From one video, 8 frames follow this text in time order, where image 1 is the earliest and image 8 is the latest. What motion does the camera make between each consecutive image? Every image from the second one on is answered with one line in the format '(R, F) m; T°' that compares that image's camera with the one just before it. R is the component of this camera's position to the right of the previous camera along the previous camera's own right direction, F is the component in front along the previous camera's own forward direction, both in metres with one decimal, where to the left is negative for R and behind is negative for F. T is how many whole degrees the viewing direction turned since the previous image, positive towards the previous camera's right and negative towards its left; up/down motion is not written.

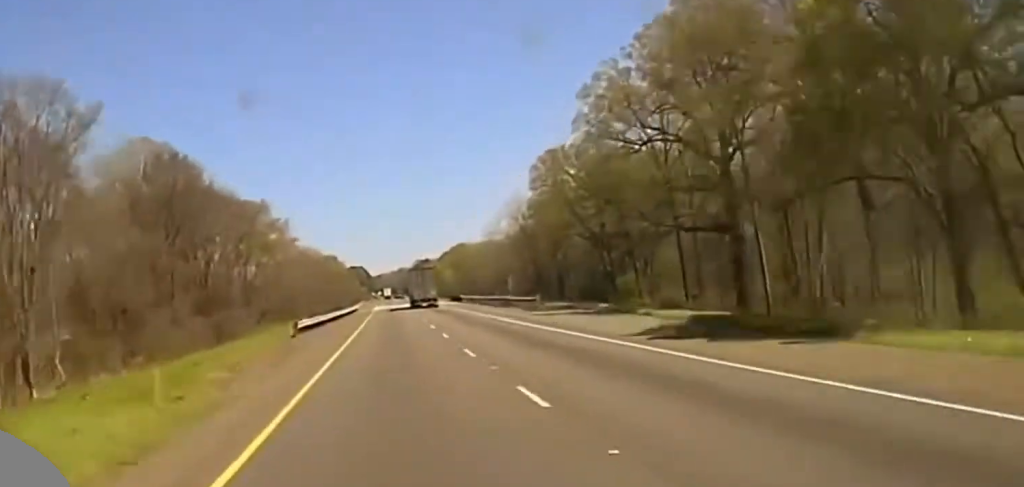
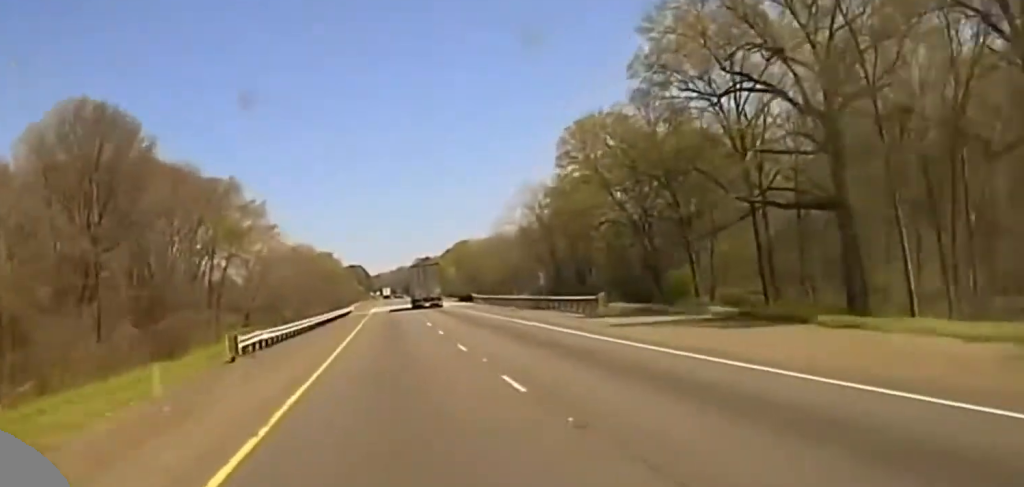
(0.0, +20.6) m; 0°
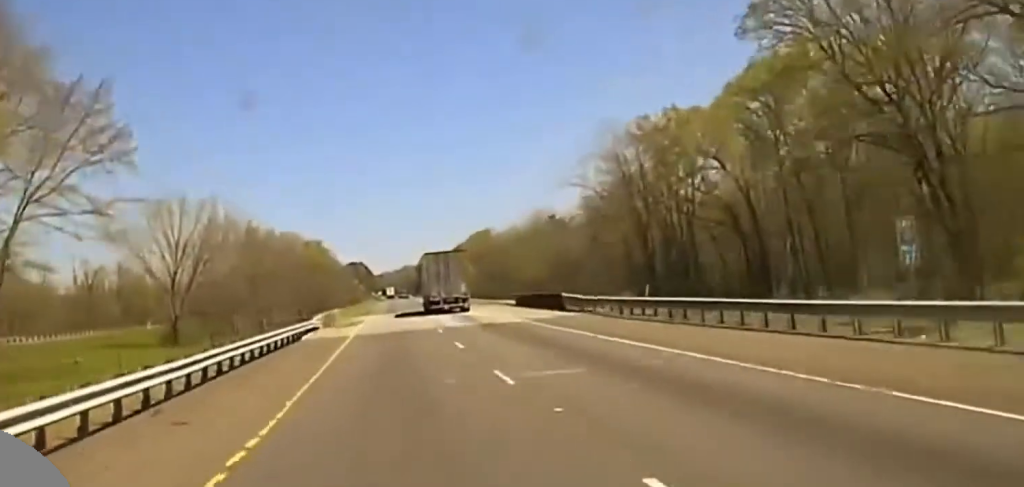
(0.0, +56.4) m; 0°
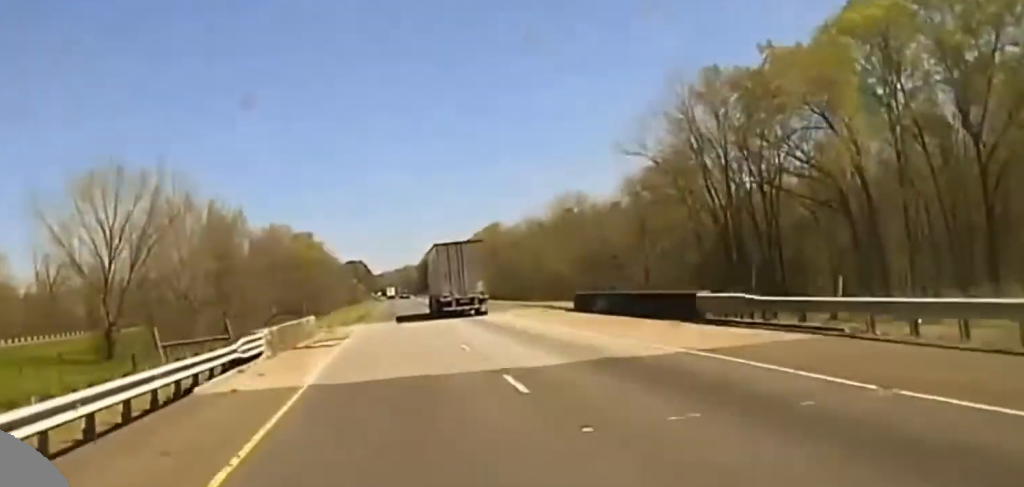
(+0.1, +22.2) m; 0°
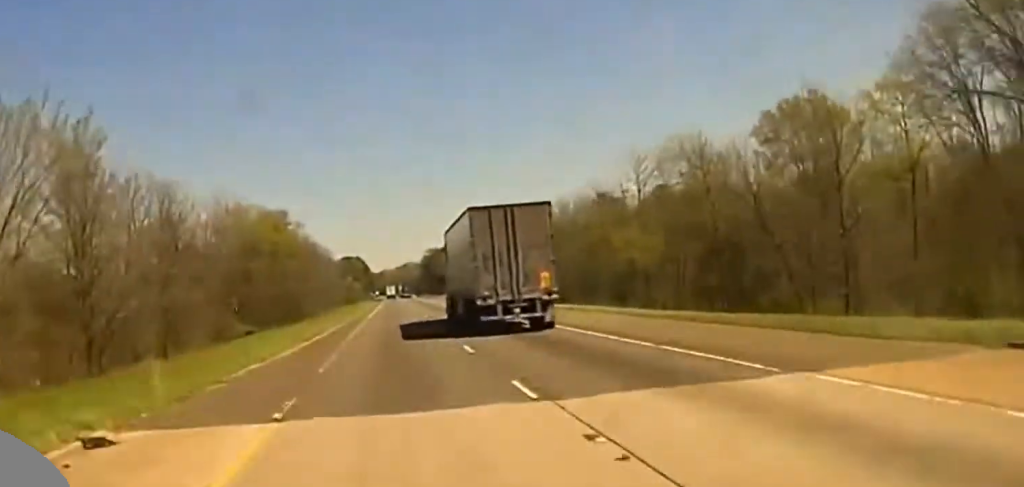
(-0.4, +49.6) m; 0°
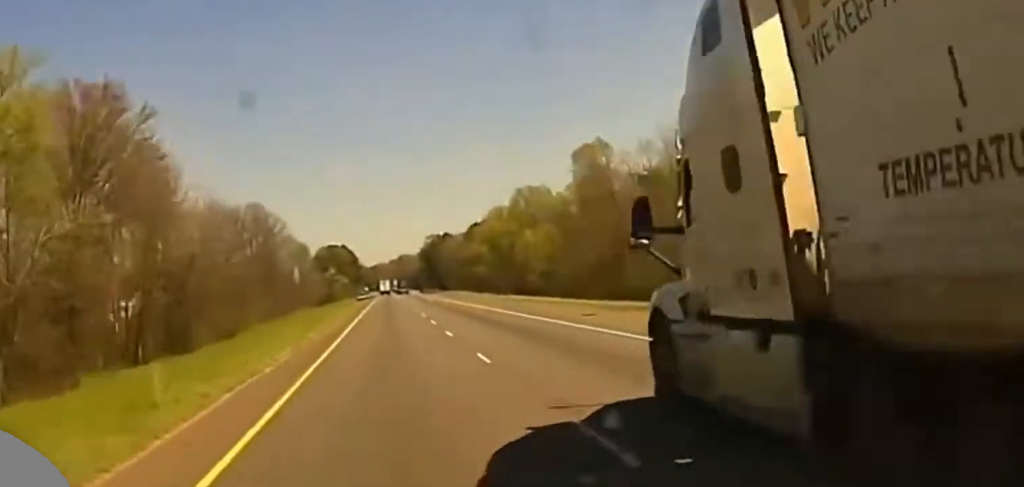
(+0.7, +85.1) m; 0°
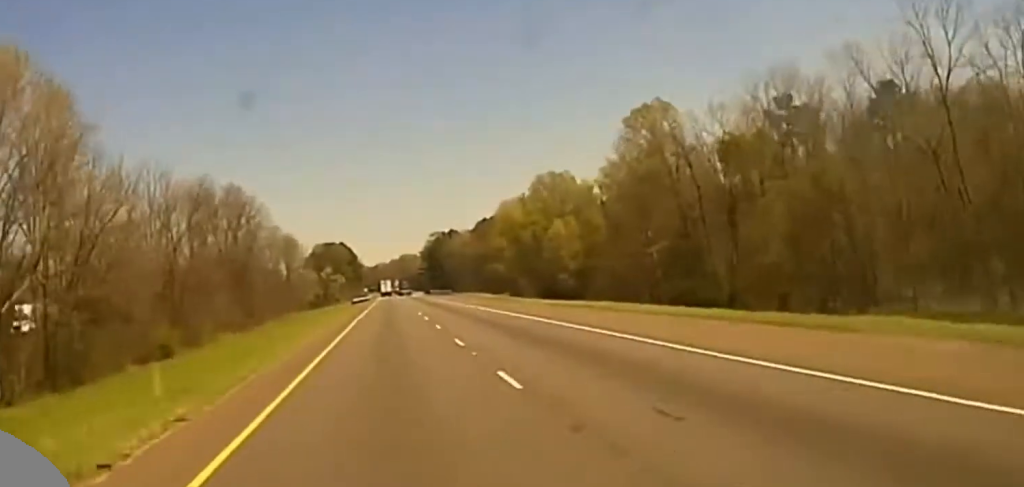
(0.0, +32.8) m; 0°
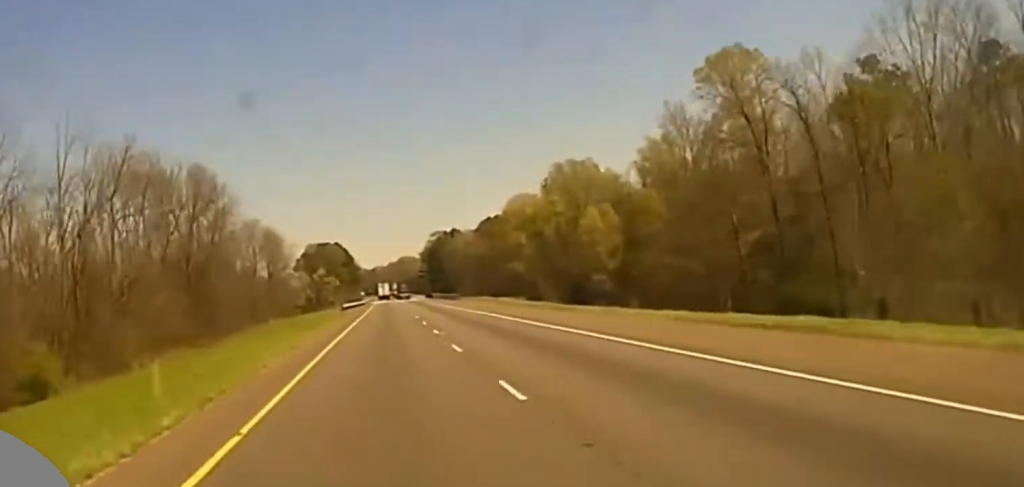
(-0.1, +23.5) m; 0°
